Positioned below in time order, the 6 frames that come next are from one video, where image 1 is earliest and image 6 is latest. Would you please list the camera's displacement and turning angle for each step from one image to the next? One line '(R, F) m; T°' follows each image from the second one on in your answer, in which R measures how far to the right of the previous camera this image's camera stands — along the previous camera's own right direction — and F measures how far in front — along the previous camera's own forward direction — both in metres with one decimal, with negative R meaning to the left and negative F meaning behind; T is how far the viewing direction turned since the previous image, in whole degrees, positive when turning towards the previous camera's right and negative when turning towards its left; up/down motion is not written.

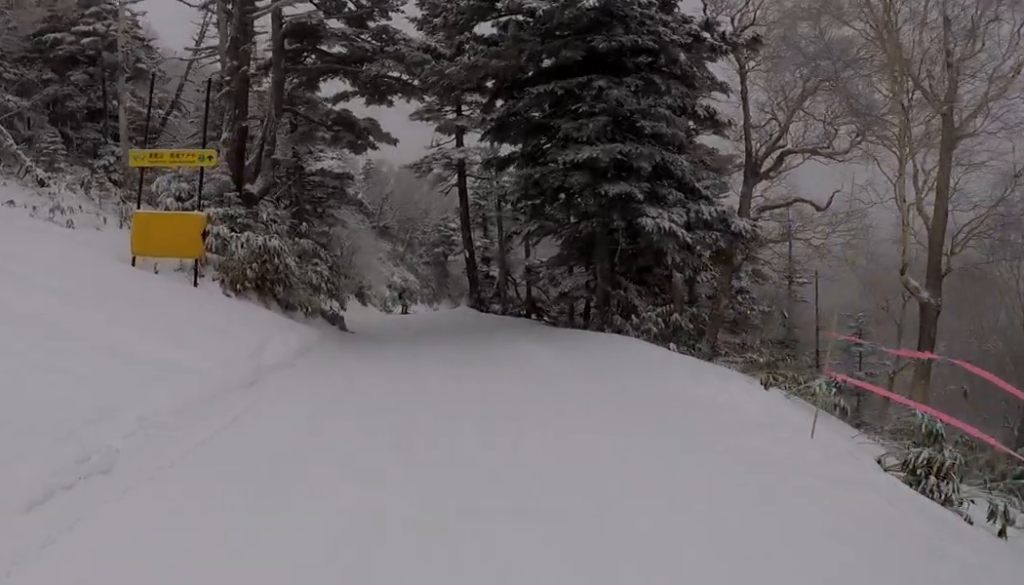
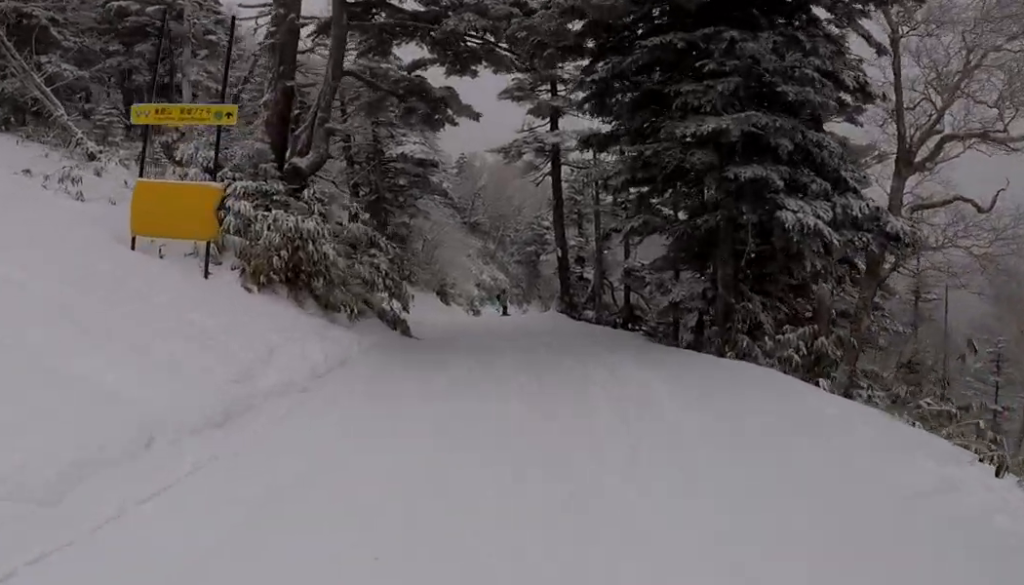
(+0.6, +2.9) m; -2°
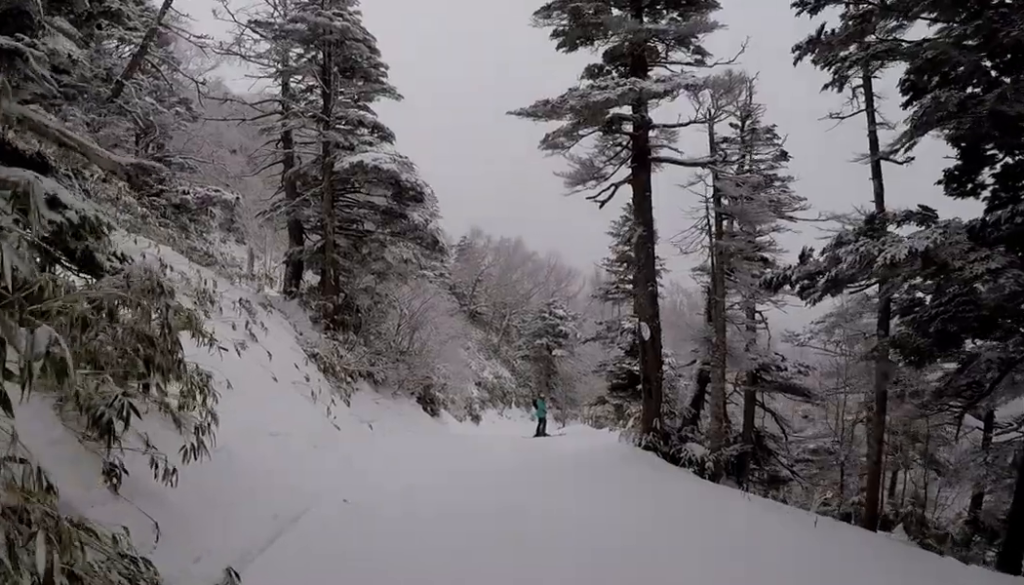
(-2.5, +13.1) m; +2°
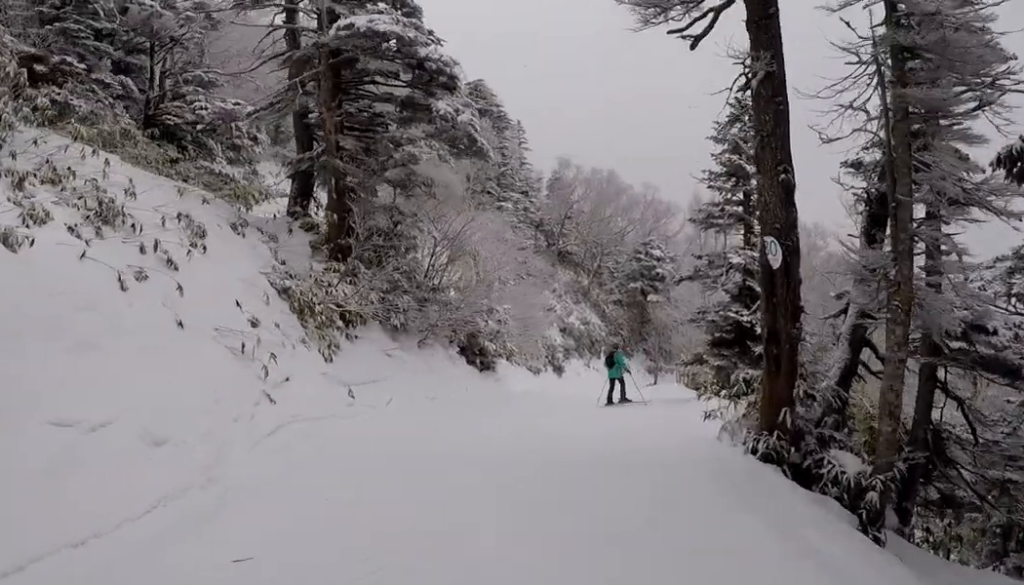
(+0.3, +5.9) m; -5°
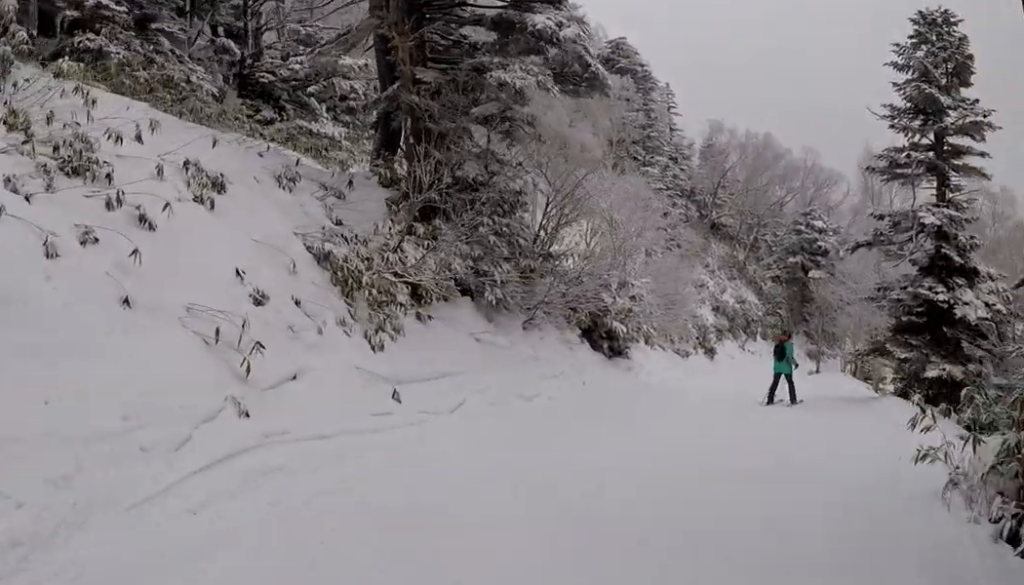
(-0.5, +3.7) m; -4°
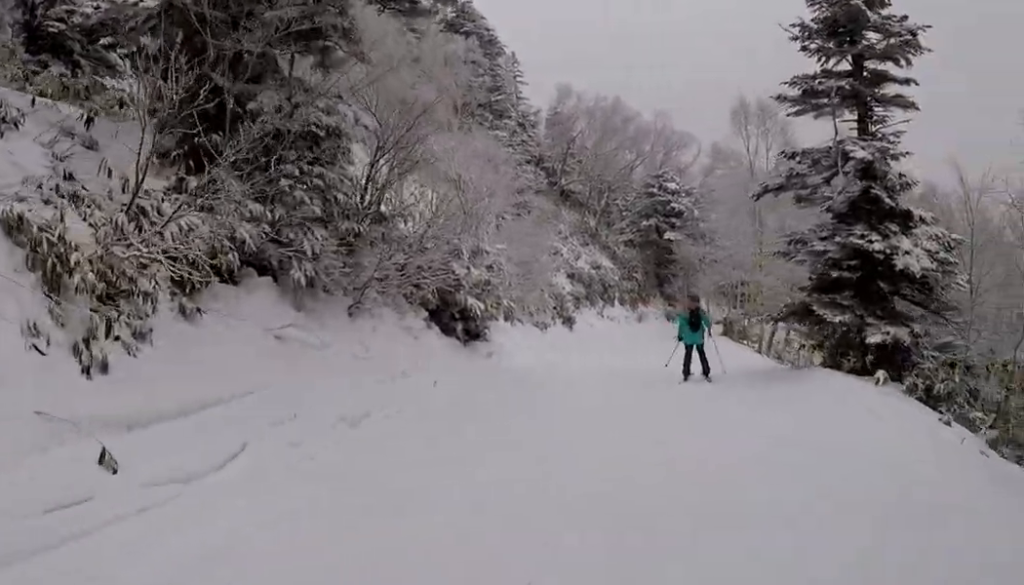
(+0.3, +3.9) m; +4°
